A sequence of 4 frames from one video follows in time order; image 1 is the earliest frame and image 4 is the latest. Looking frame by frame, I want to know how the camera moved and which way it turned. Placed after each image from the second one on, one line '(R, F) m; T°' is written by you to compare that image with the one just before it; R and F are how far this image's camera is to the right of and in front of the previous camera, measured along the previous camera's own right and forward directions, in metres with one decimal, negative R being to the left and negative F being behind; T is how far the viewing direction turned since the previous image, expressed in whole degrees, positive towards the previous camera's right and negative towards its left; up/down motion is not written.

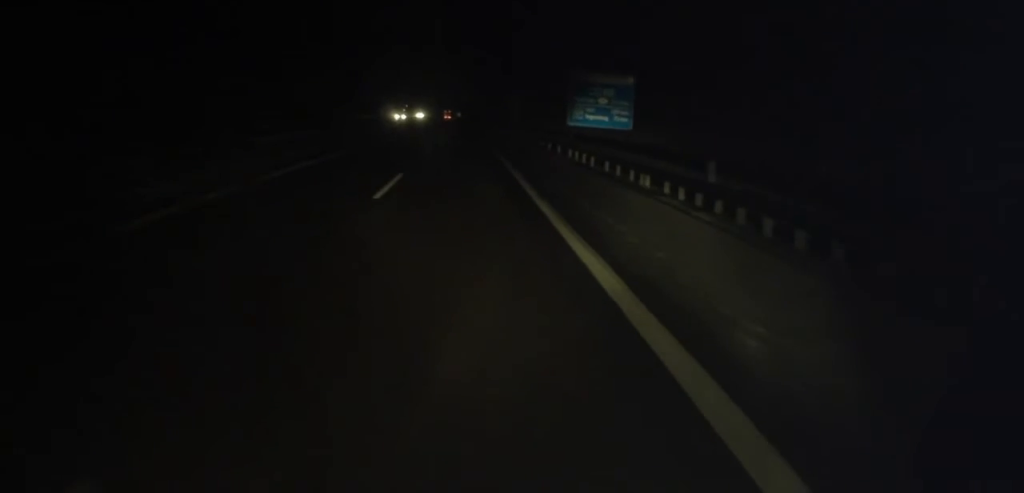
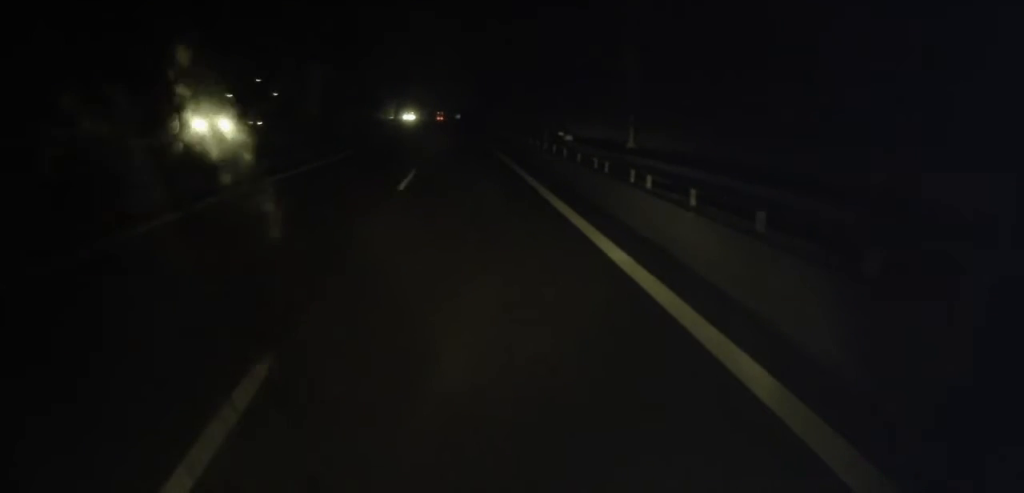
(-0.3, +69.8) m; -1°
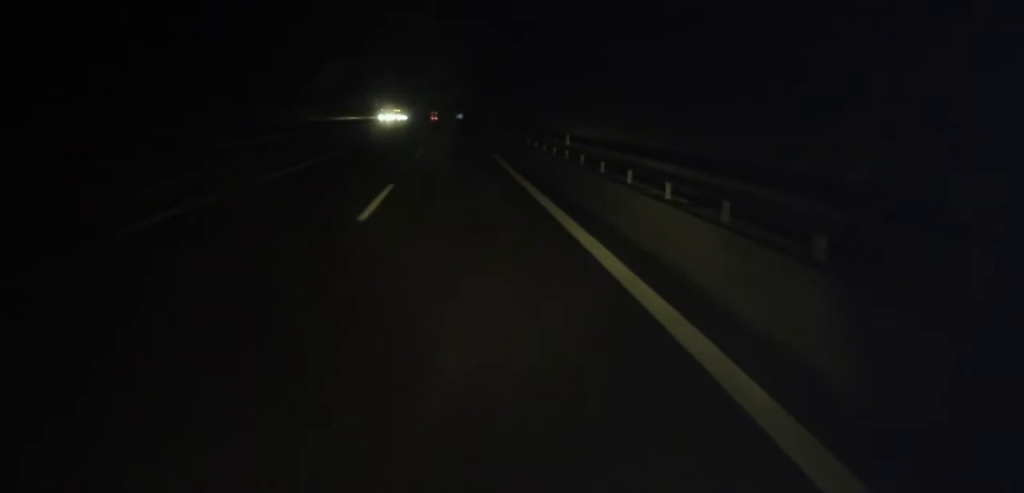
(+0.8, +58.8) m; +1°
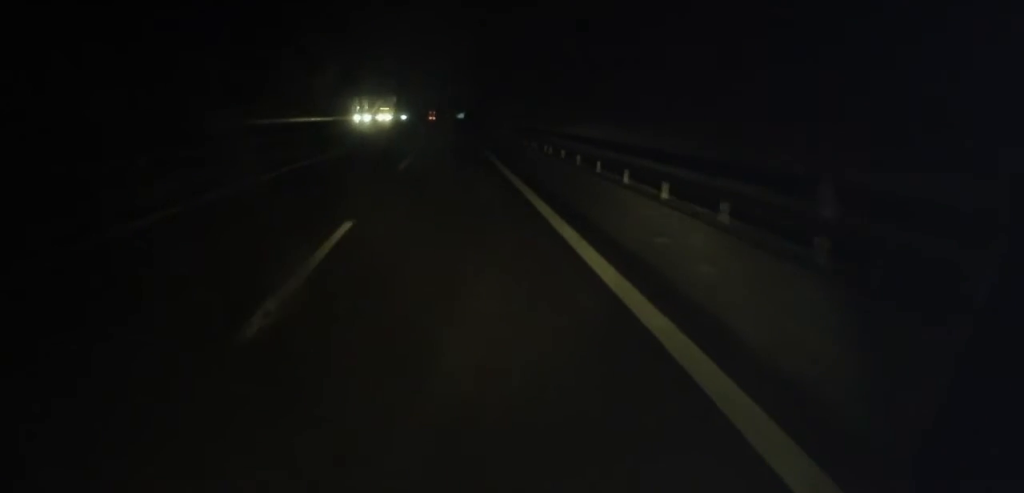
(-0.5, +24.3) m; -1°
